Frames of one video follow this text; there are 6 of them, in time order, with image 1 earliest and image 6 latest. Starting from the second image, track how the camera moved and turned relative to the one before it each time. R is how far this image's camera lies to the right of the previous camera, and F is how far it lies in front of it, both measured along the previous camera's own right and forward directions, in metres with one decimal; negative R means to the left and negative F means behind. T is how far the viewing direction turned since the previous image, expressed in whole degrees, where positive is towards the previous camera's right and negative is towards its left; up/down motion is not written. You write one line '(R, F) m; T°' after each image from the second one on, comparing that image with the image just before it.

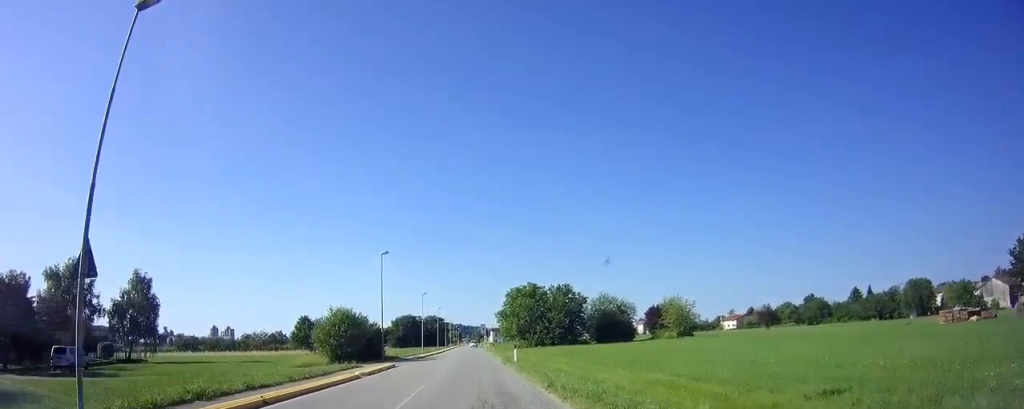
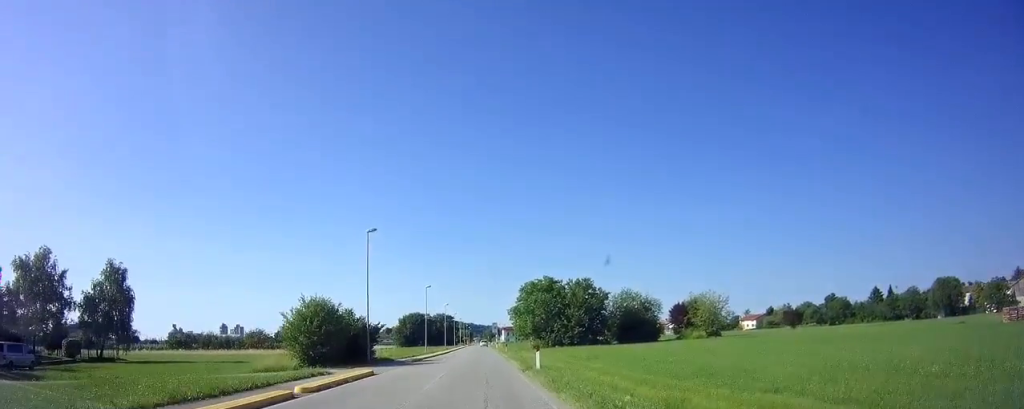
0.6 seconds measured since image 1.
(-0.1, +9.0) m; 0°
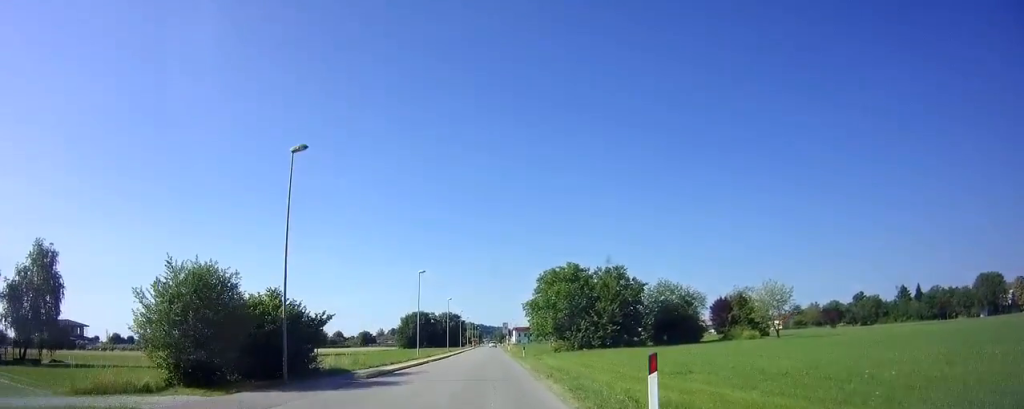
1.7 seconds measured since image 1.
(0.0, +15.7) m; 0°
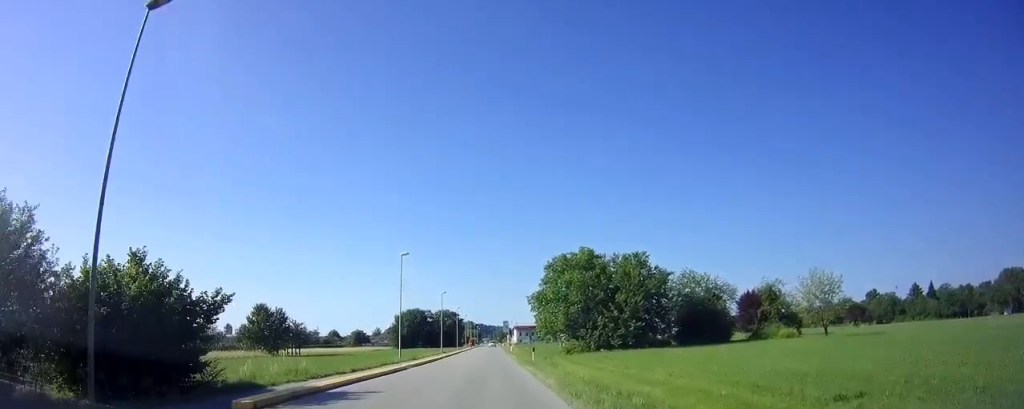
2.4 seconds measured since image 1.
(0.0, +10.8) m; 0°
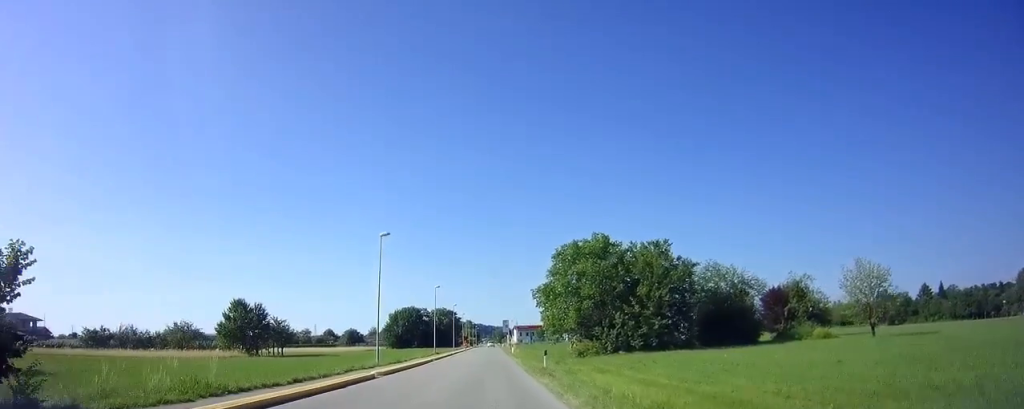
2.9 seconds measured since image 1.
(0.0, +7.9) m; 0°
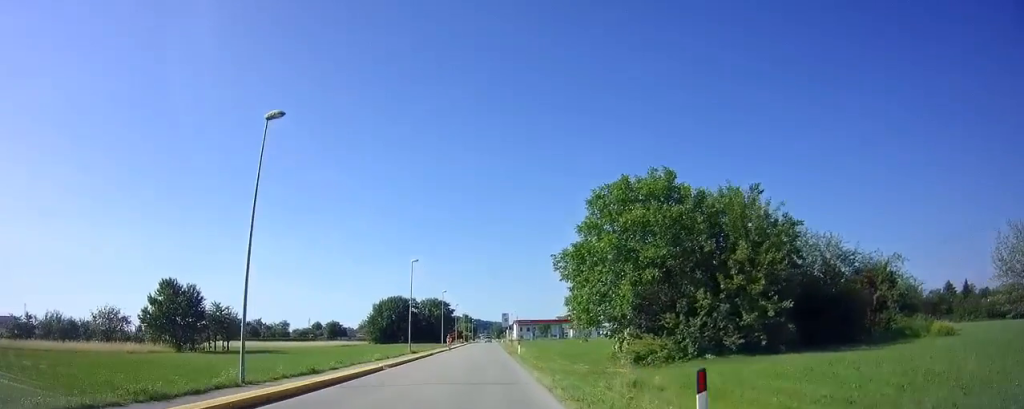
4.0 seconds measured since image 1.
(0.0, +18.4) m; 0°
